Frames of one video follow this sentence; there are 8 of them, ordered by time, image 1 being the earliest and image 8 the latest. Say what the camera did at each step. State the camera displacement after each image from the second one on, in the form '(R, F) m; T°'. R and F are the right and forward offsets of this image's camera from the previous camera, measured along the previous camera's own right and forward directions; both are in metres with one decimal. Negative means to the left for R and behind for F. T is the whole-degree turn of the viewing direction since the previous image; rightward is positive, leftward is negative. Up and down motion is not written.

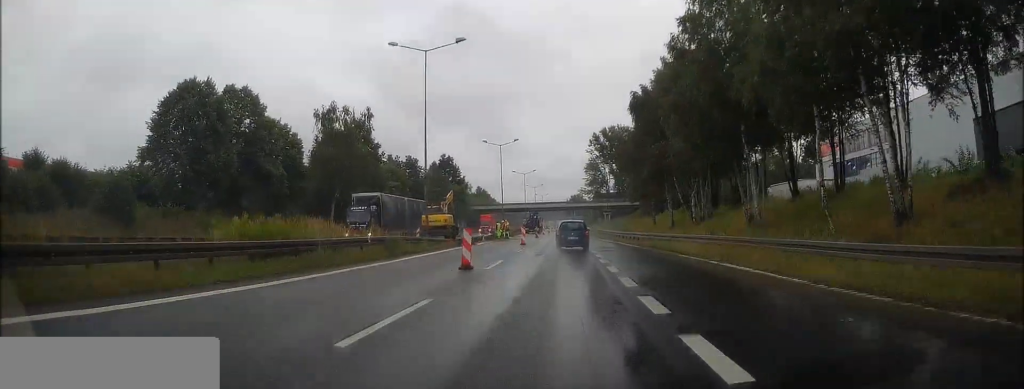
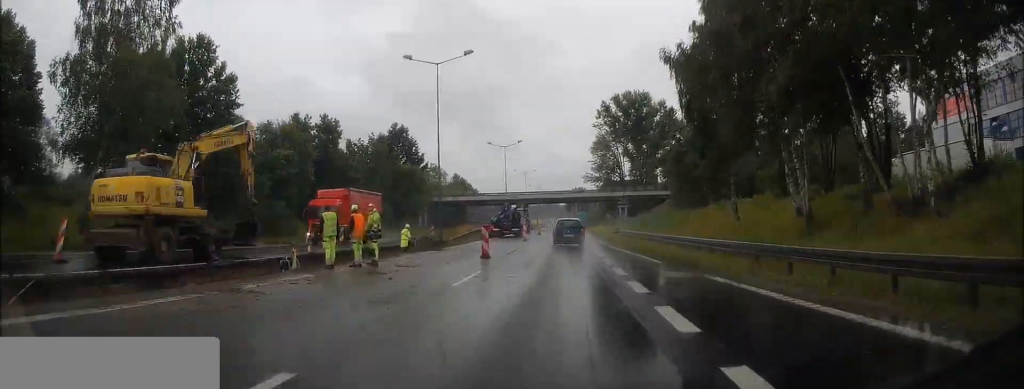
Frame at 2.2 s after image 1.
(0.0, +41.3) m; -1°
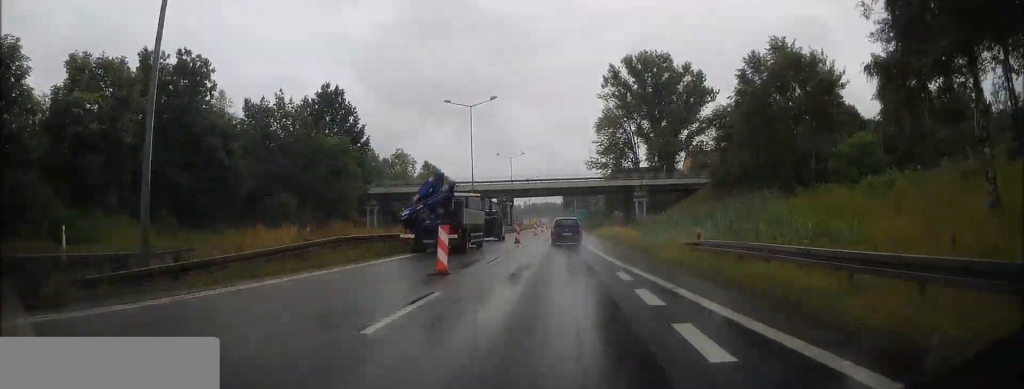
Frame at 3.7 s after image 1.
(0.0, +29.6) m; 0°
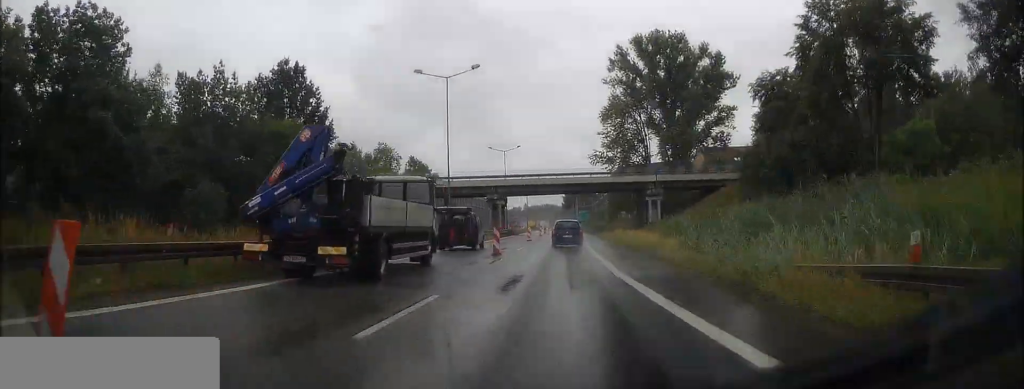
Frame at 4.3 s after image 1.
(0.0, +12.2) m; 0°
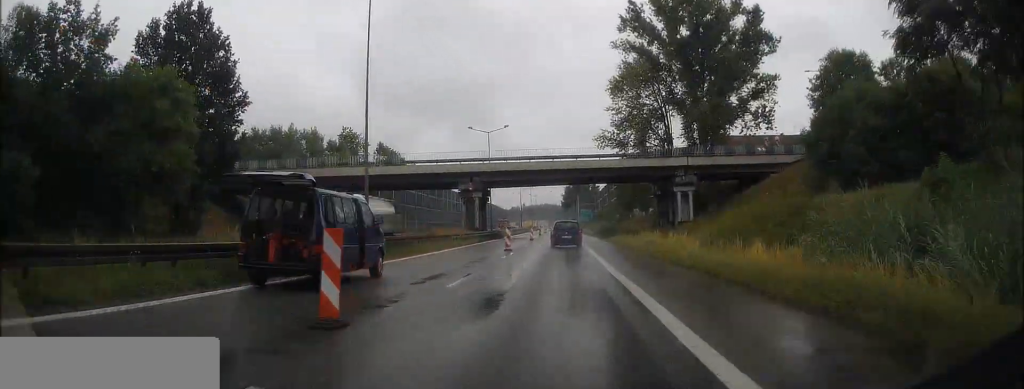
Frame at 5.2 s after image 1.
(0.0, +18.6) m; 0°
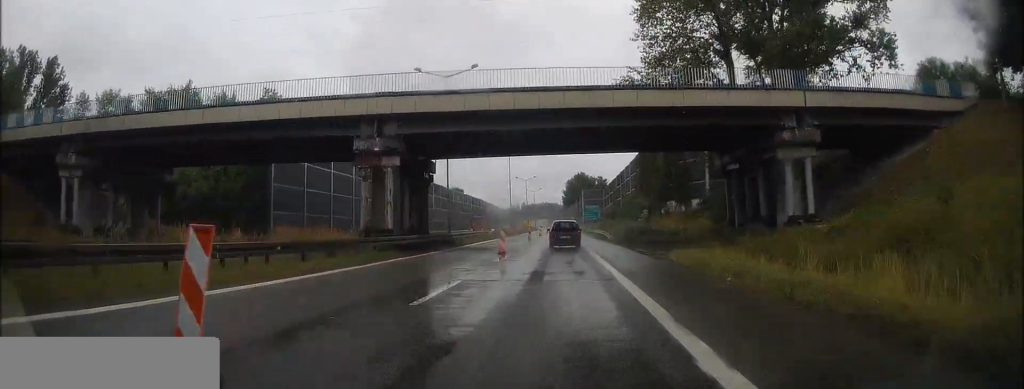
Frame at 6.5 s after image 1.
(0.0, +26.8) m; 0°
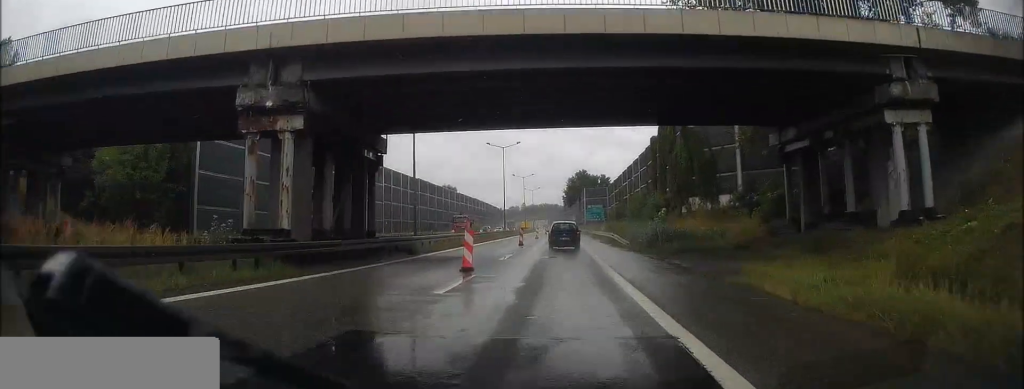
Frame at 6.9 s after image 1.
(0.0, +10.0) m; 0°
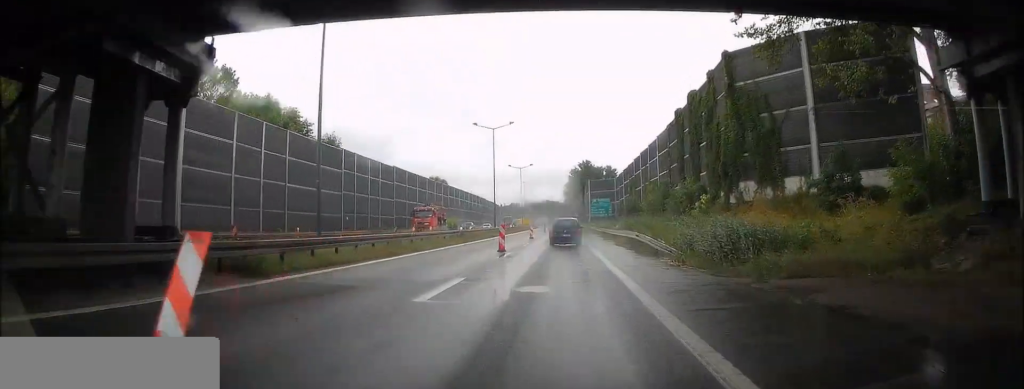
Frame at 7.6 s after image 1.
(0.0, +13.6) m; 0°
